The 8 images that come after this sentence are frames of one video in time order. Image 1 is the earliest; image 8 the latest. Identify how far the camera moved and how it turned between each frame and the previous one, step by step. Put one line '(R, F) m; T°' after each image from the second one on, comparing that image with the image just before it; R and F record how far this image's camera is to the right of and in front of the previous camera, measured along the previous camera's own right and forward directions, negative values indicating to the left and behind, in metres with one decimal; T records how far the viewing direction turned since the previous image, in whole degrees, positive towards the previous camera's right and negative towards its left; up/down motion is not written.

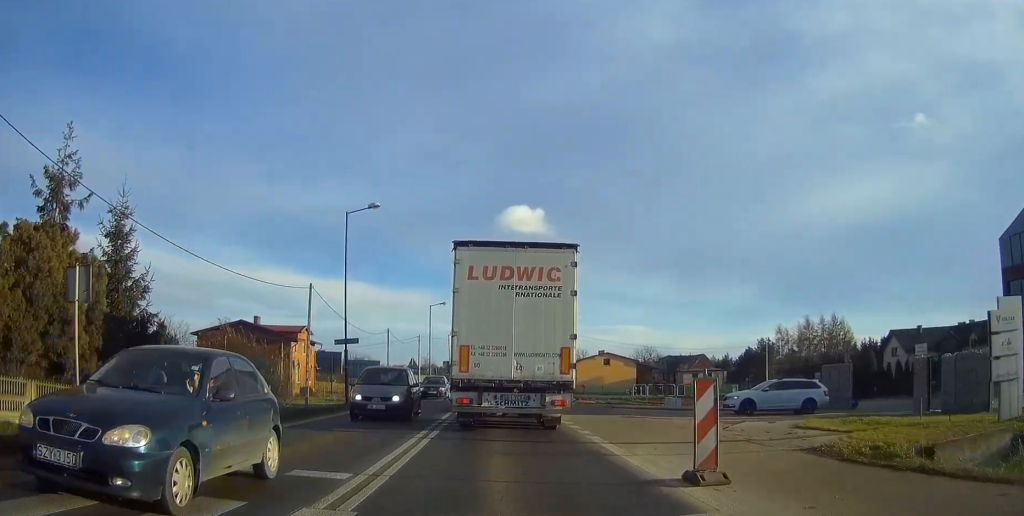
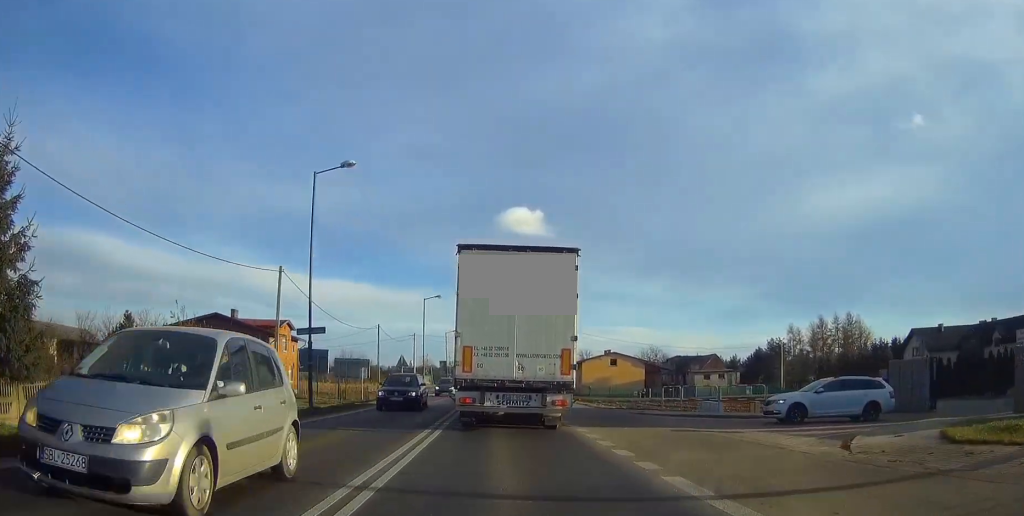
(+0.1, +6.8) m; 0°
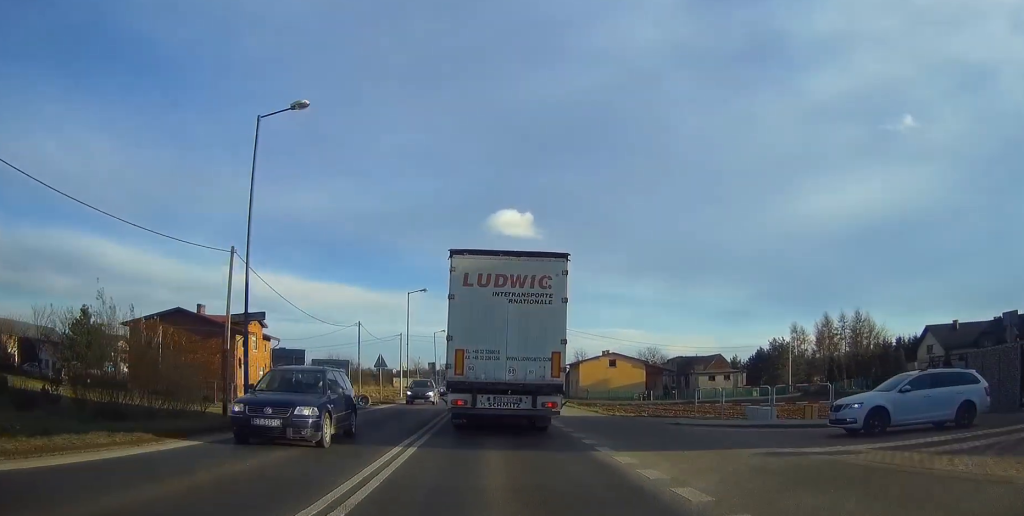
(0.0, +6.4) m; 0°
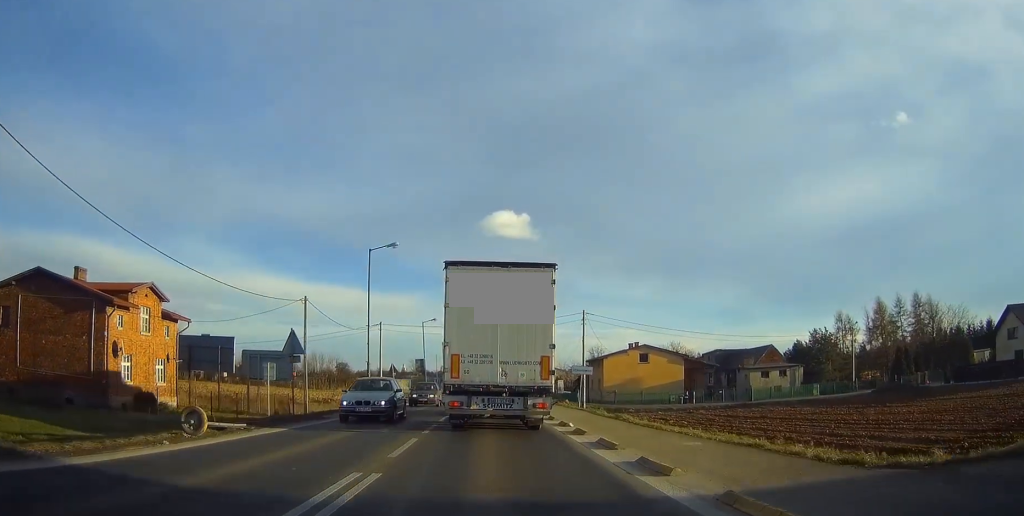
(+0.1, +20.6) m; 0°
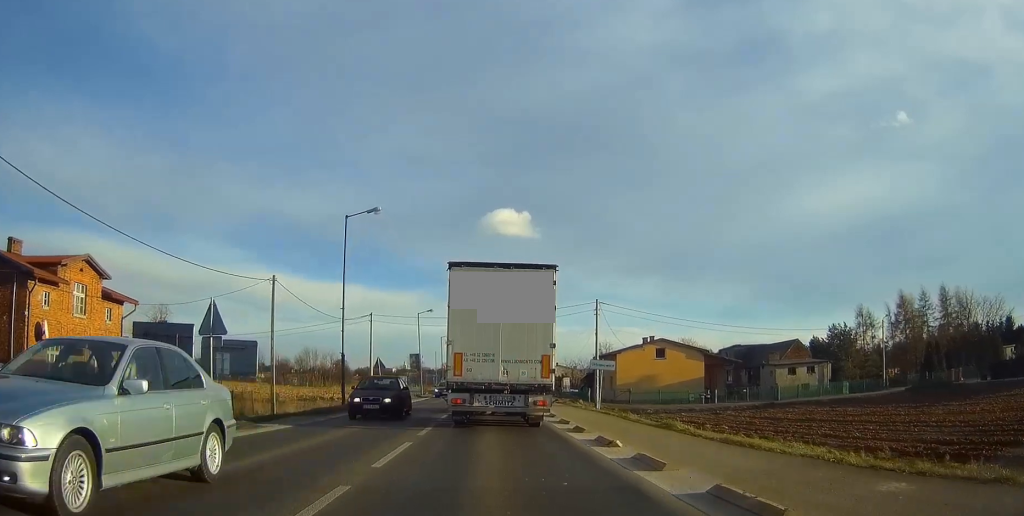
(0.0, +7.8) m; 0°
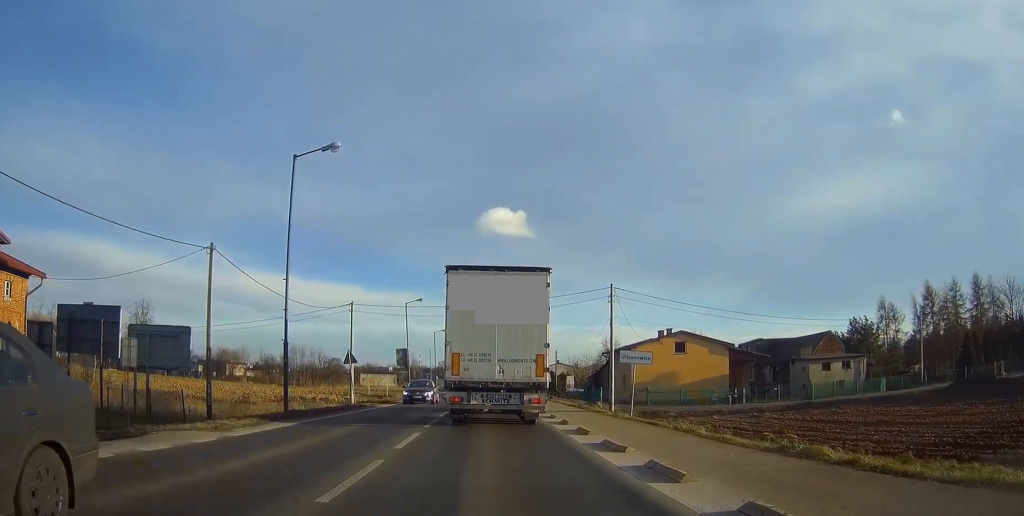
(0.0, +9.3) m; 0°
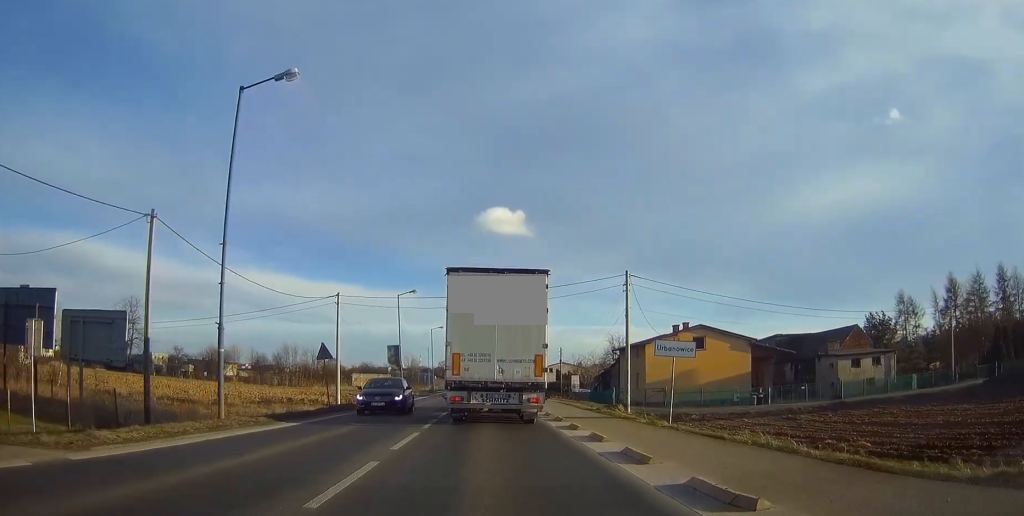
(0.0, +6.2) m; 0°
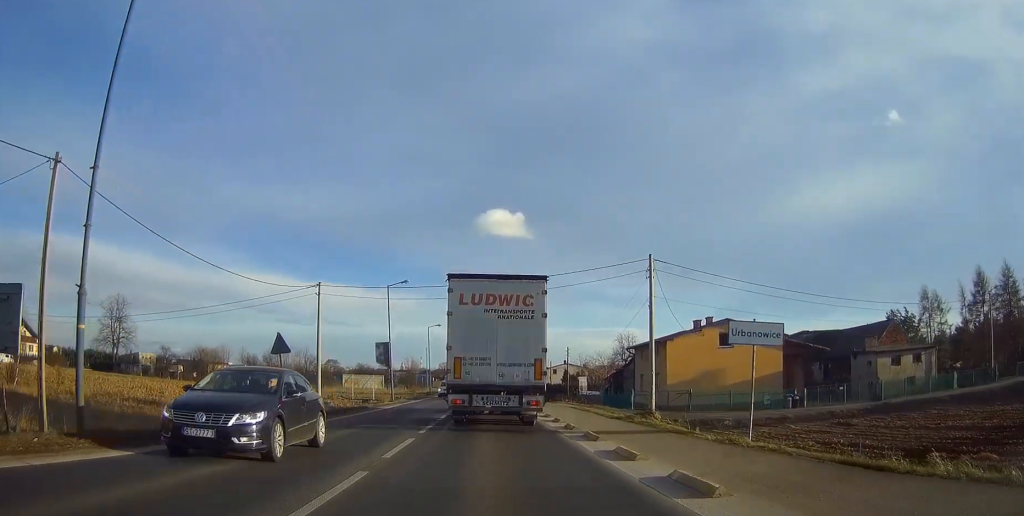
(0.0, +7.0) m; 0°
